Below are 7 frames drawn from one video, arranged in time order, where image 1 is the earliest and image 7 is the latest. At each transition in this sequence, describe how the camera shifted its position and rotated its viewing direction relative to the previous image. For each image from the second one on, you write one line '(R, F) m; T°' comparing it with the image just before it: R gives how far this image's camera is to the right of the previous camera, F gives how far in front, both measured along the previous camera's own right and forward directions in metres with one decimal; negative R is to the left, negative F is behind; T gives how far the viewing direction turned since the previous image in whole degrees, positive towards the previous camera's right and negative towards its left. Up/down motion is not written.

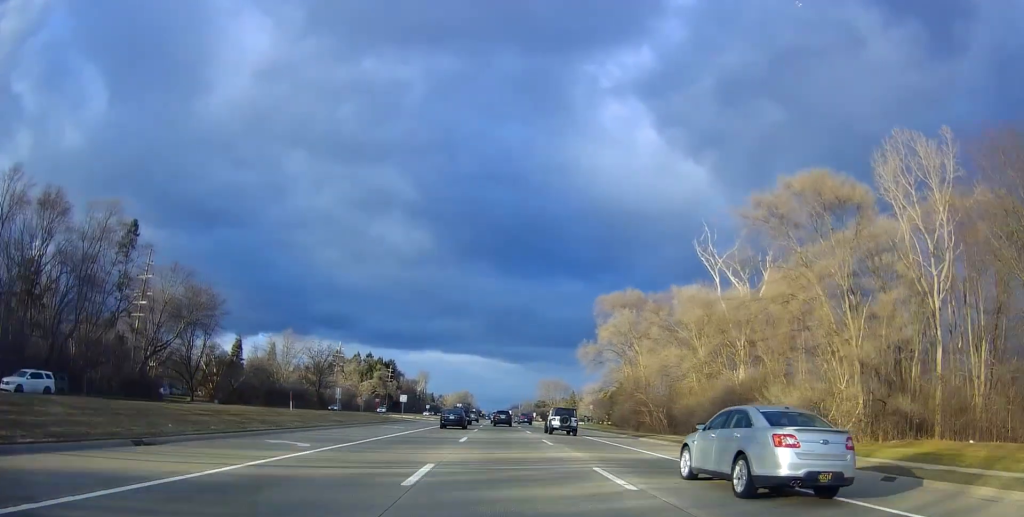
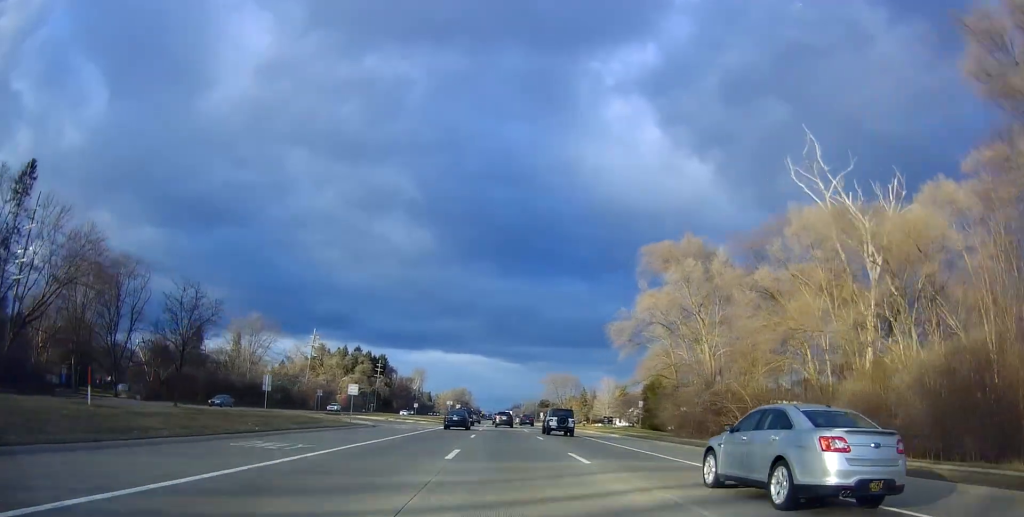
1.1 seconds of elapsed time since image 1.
(+0.8, +24.8) m; +2°
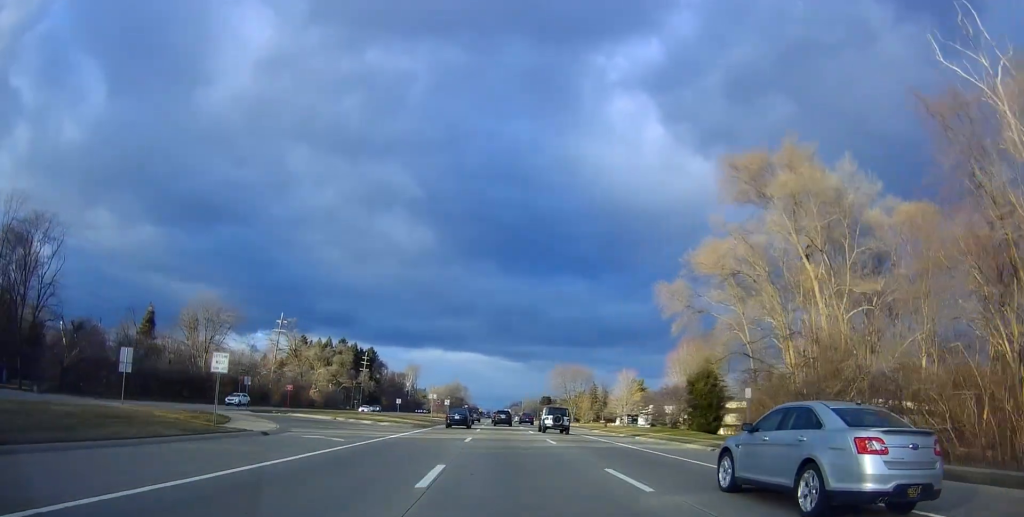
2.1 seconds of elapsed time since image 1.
(0.0, +22.0) m; 0°
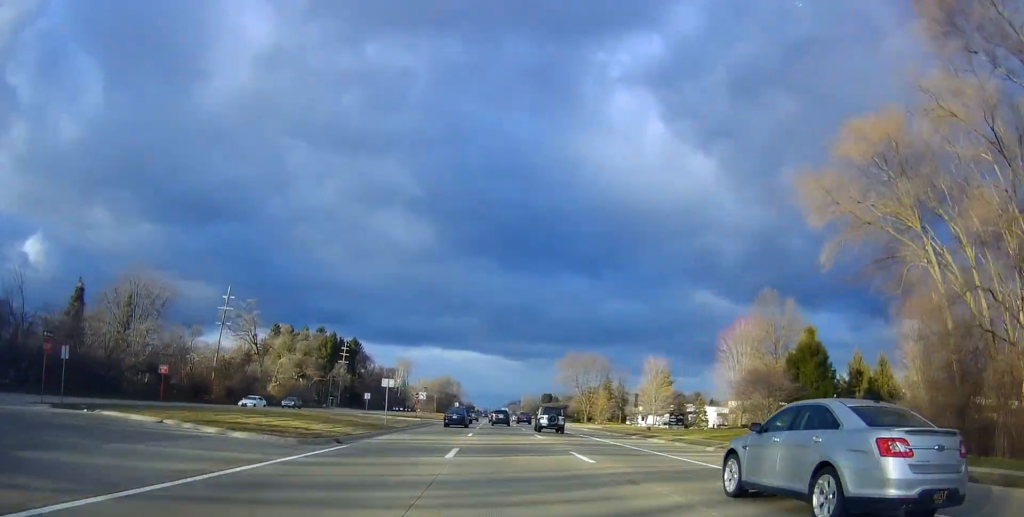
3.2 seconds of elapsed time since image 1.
(-0.1, +24.8) m; -1°
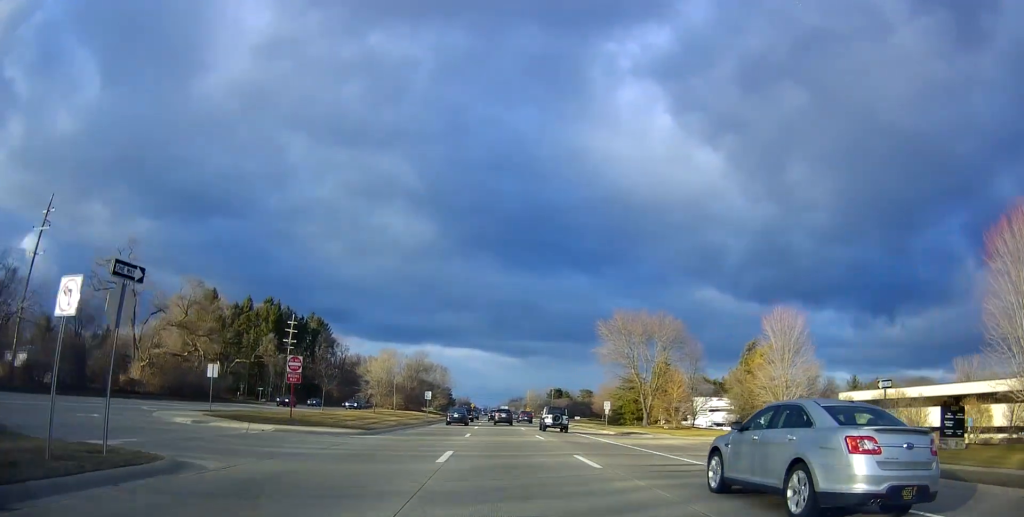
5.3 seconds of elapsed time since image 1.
(-0.3, +47.4) m; 0°
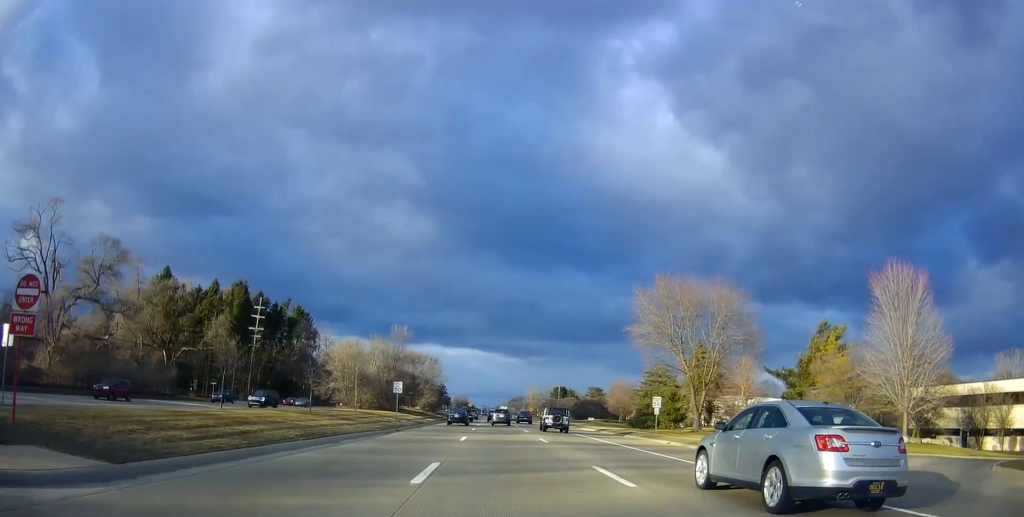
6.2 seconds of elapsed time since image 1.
(-0.3, +19.2) m; 0°
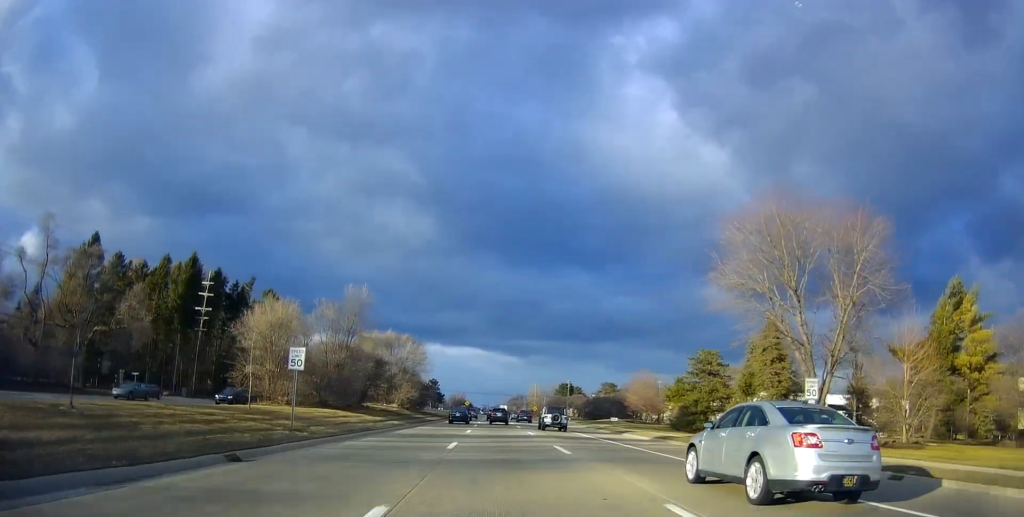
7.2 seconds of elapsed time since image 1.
(+0.3, +22.3) m; +1°
